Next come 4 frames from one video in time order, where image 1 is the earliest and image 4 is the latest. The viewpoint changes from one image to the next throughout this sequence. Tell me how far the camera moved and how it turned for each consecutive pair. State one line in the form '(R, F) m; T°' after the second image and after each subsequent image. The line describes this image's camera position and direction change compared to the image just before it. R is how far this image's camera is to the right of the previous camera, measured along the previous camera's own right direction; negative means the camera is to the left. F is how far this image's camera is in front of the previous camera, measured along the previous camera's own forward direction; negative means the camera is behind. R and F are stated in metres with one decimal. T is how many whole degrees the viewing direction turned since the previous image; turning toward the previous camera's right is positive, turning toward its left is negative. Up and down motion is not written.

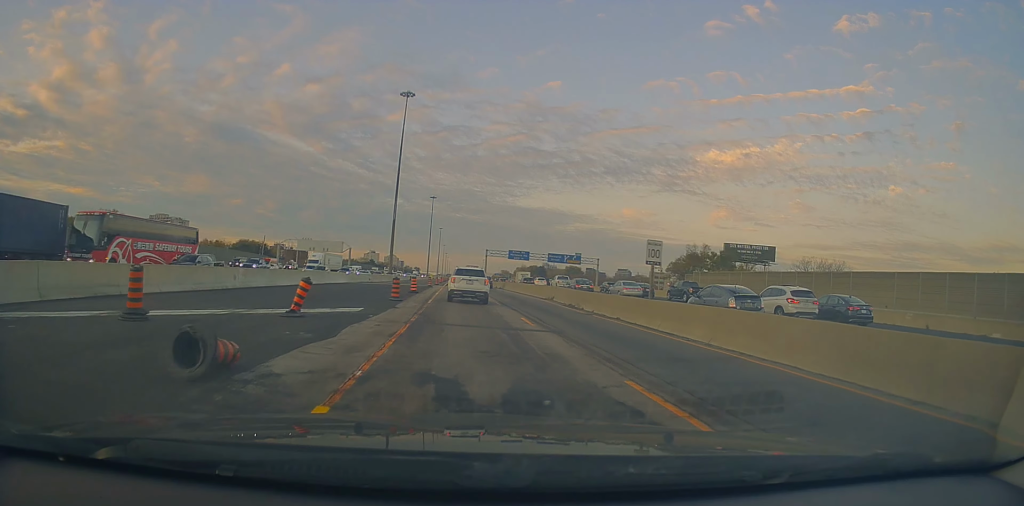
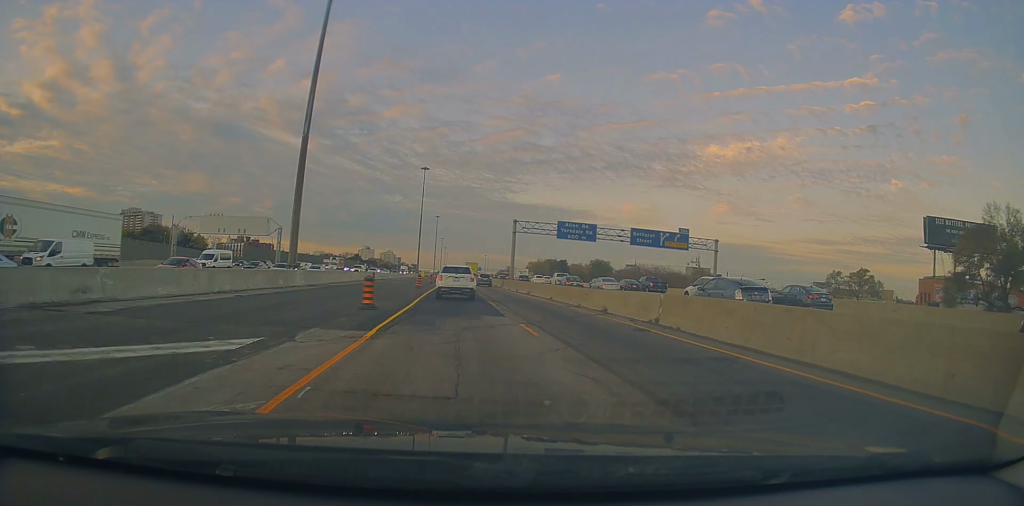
(-1.0, +63.5) m; -1°
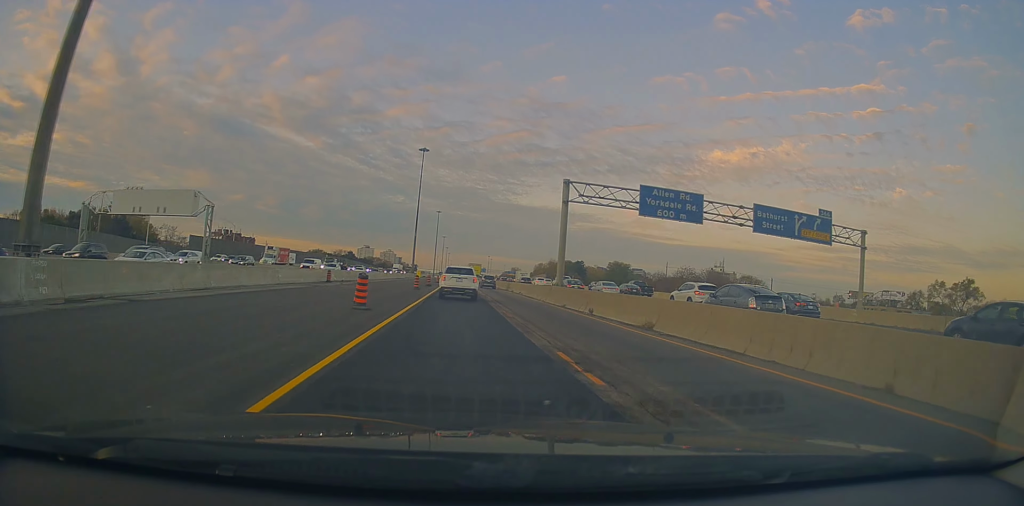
(+0.3, +29.6) m; +1°
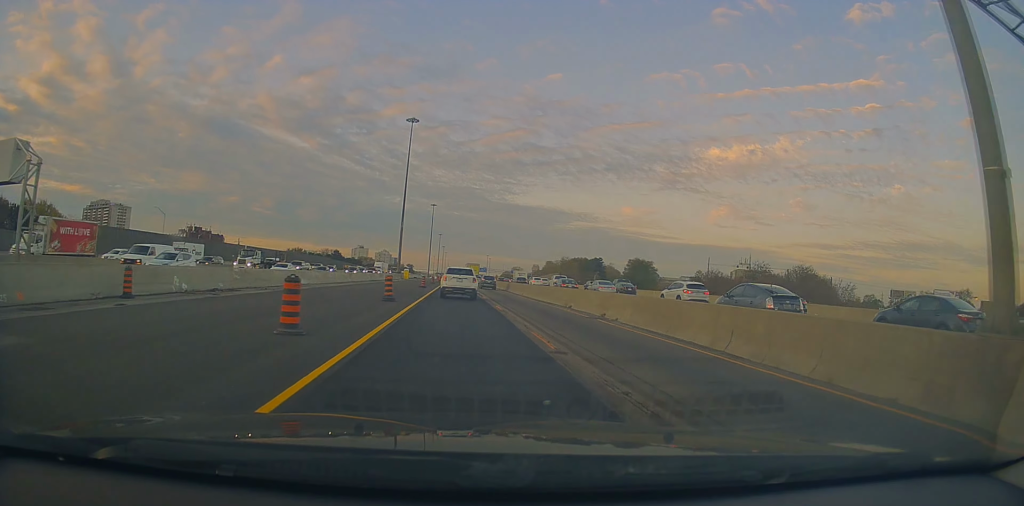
(+0.3, +32.2) m; 0°
